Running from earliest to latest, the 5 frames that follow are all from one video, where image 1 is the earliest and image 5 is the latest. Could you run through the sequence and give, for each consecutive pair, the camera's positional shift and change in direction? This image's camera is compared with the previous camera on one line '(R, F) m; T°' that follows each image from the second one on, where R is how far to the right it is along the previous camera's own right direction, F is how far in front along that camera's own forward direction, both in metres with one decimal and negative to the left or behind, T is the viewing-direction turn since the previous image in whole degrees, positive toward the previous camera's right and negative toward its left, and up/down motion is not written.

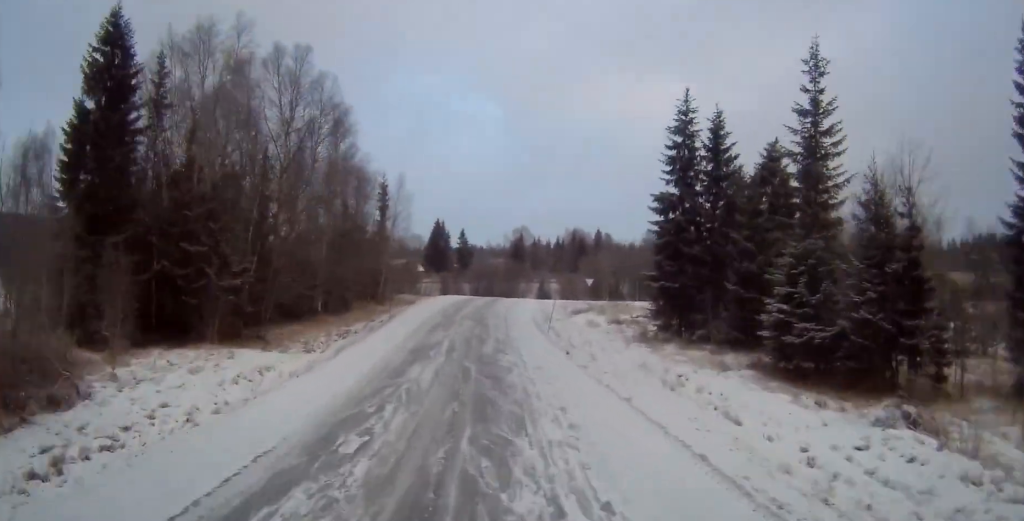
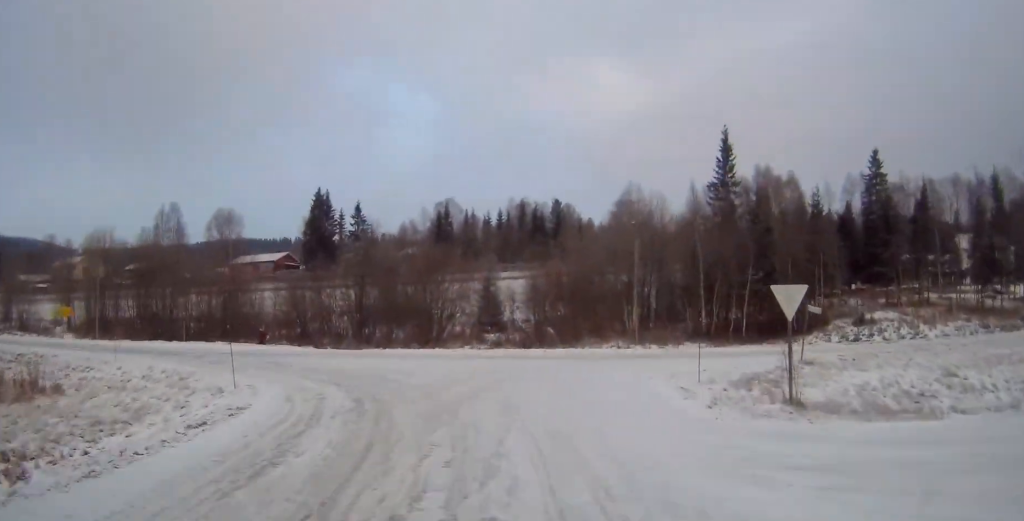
(+0.6, +45.8) m; -2°
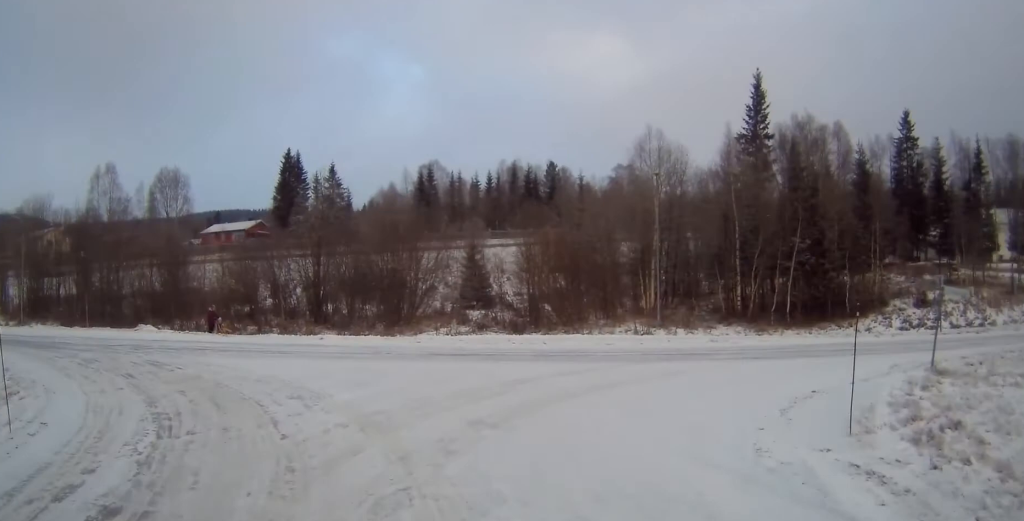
(-0.4, +10.8) m; -14°
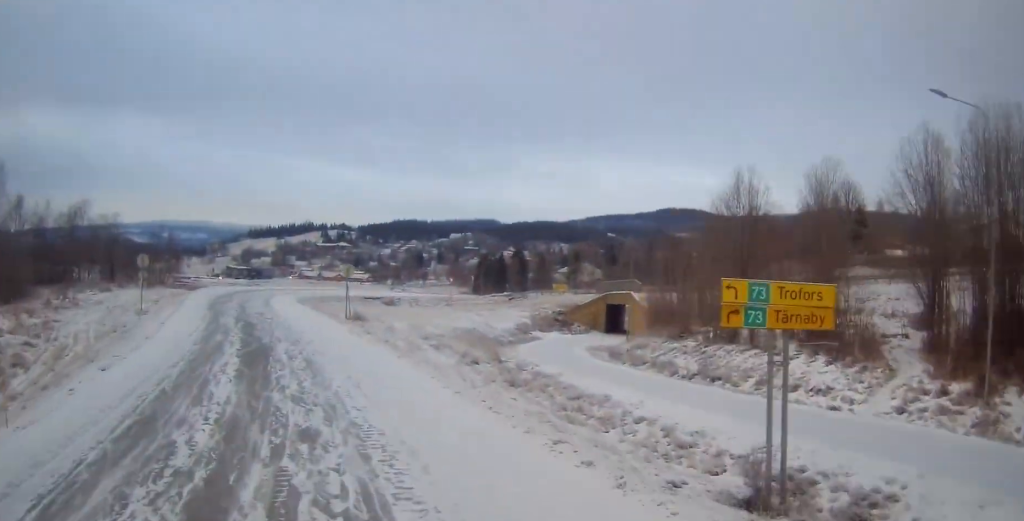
(-27.2, +29.5) m; -74°
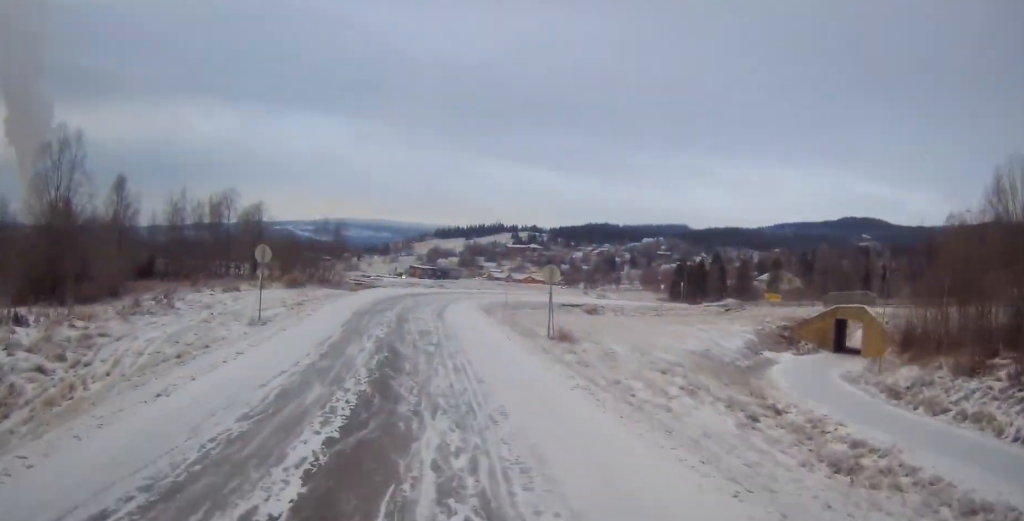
(-1.1, +9.9) m; -7°
